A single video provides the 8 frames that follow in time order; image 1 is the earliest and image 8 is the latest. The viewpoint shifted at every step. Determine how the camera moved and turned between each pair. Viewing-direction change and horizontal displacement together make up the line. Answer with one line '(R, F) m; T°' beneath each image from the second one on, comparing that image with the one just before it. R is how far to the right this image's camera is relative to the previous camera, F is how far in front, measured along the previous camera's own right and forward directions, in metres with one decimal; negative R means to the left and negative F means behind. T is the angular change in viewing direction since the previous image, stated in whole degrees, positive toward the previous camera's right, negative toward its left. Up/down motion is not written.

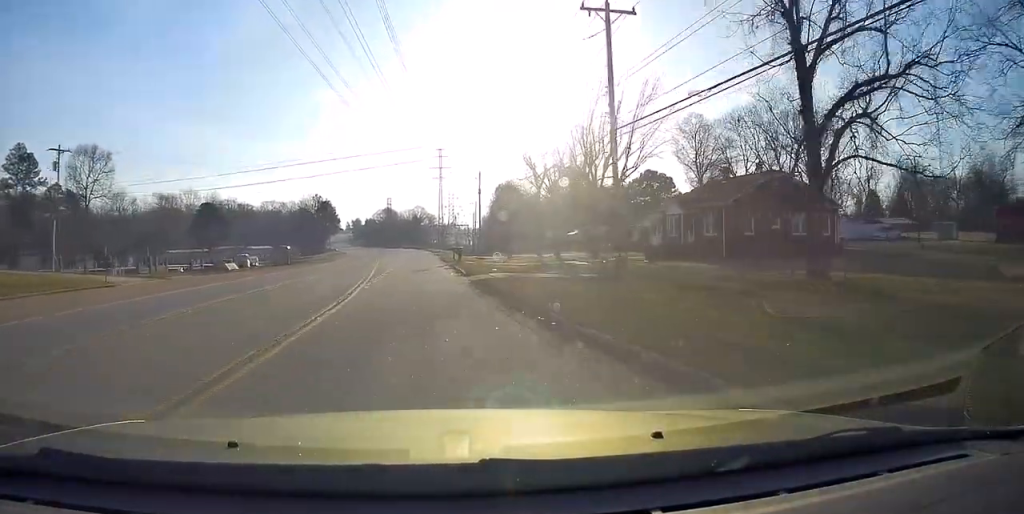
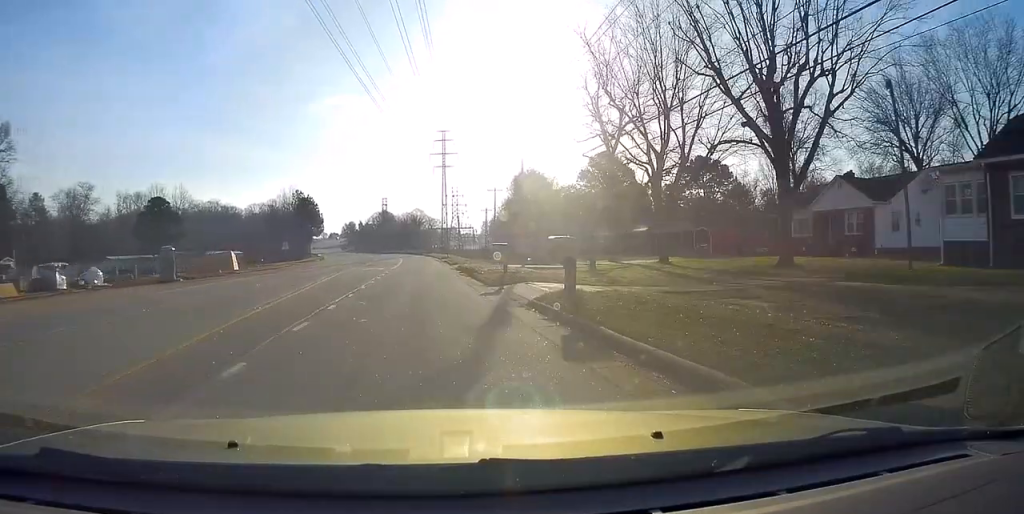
(+0.4, +34.7) m; +2°
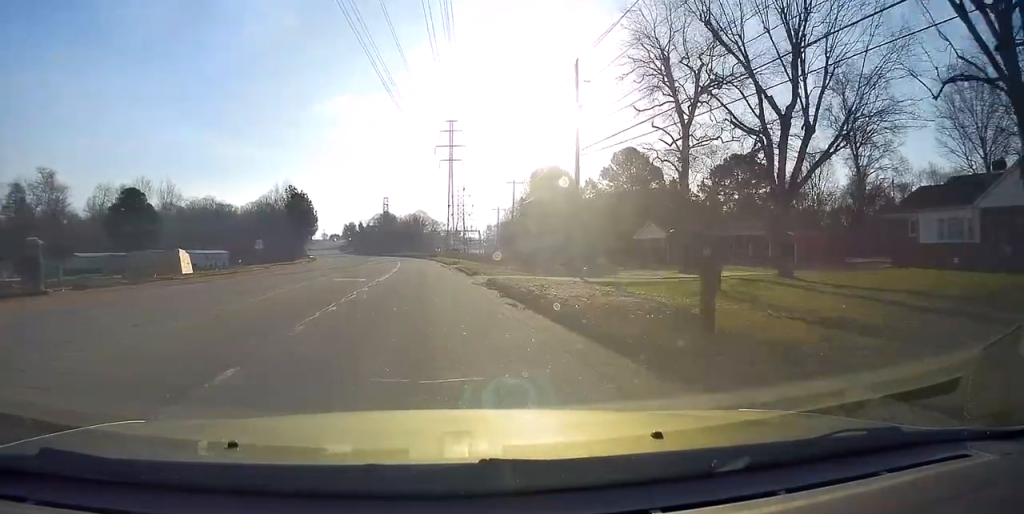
(+0.3, +15.4) m; +1°
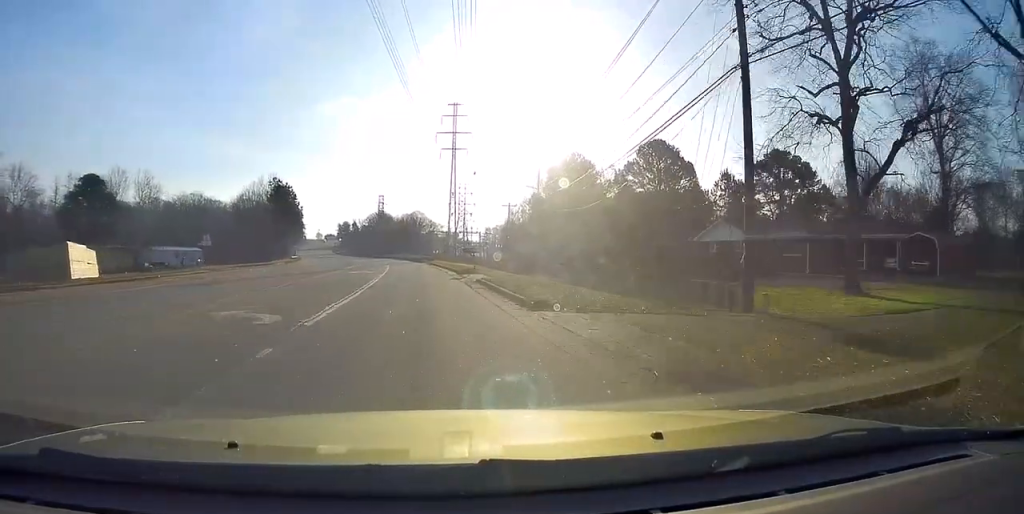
(0.0, +17.4) m; -1°
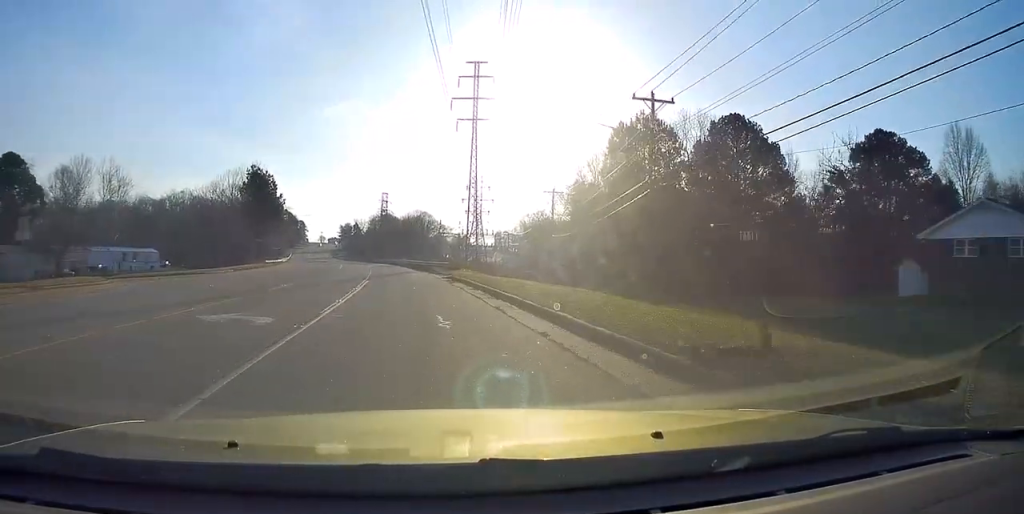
(-0.5, +28.3) m; -2°
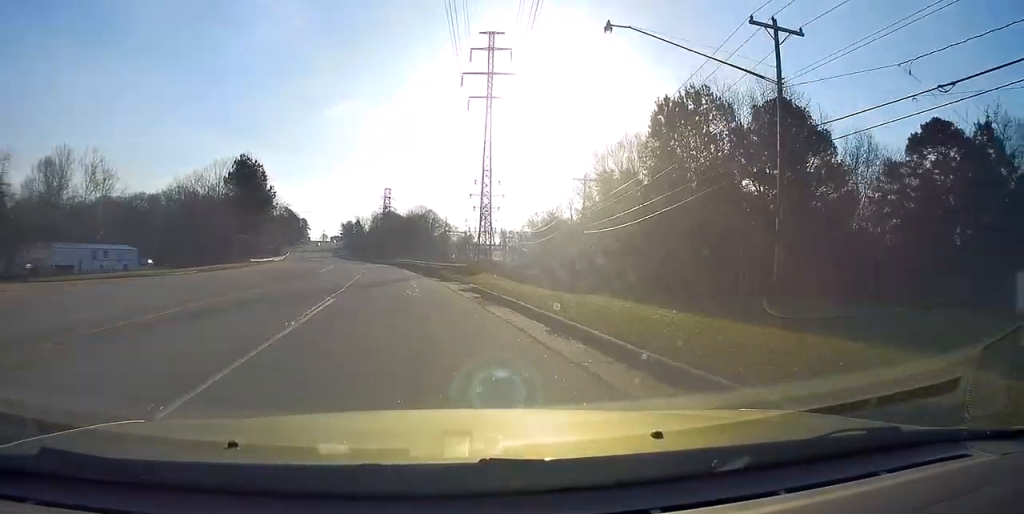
(0.0, +12.0) m; 0°
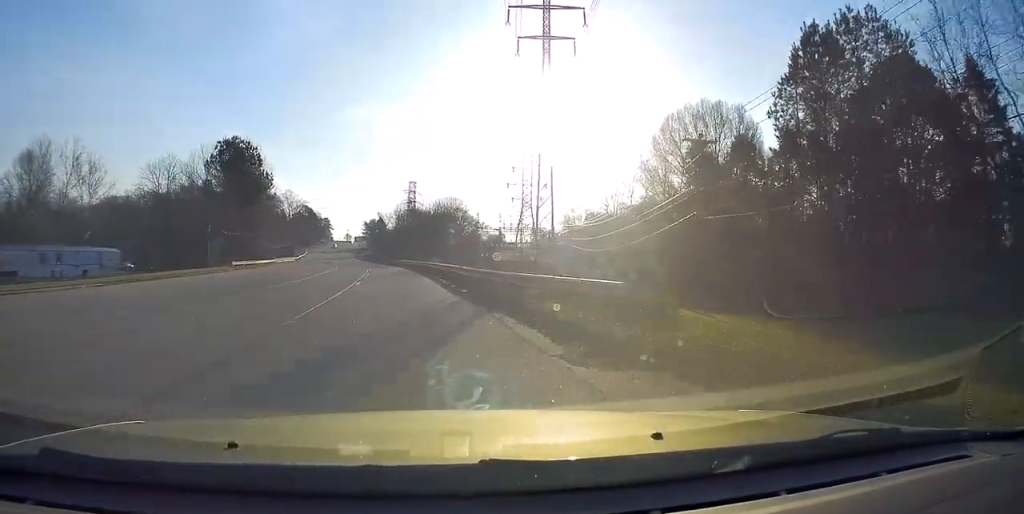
(0.0, +21.1) m; -1°
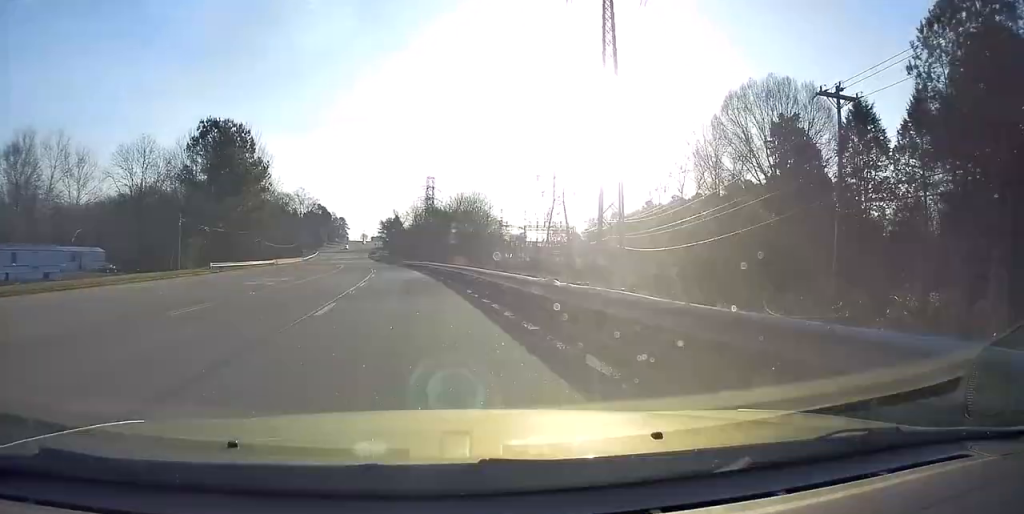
(+0.3, +13.8) m; -2°
